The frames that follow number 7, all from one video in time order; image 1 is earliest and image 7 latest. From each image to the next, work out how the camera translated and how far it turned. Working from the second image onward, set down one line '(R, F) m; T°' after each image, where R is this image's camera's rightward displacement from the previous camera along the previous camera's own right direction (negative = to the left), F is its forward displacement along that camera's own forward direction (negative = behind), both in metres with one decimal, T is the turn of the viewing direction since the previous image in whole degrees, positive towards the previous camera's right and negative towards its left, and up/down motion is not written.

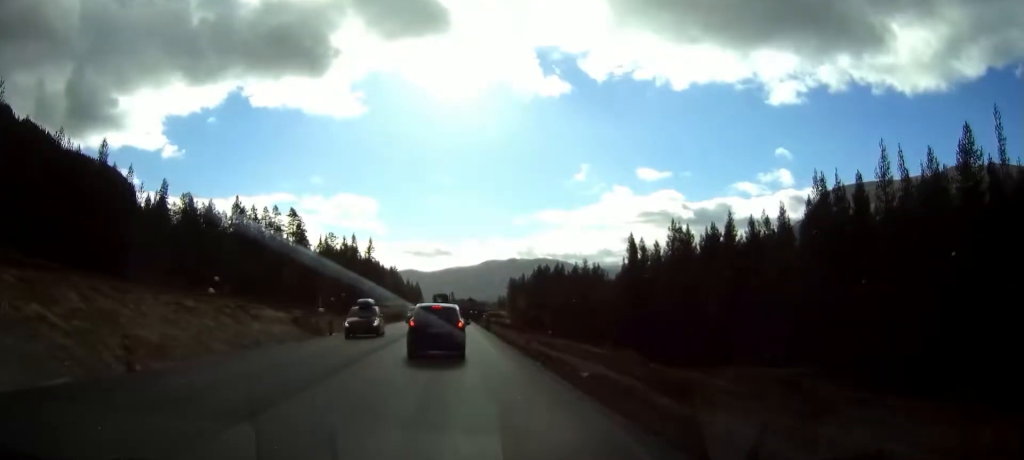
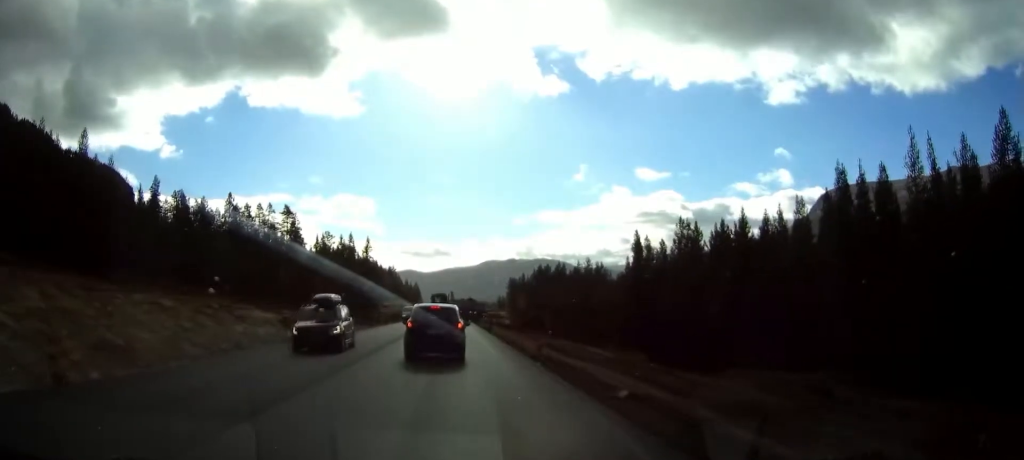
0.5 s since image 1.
(0.0, +3.1) m; 0°
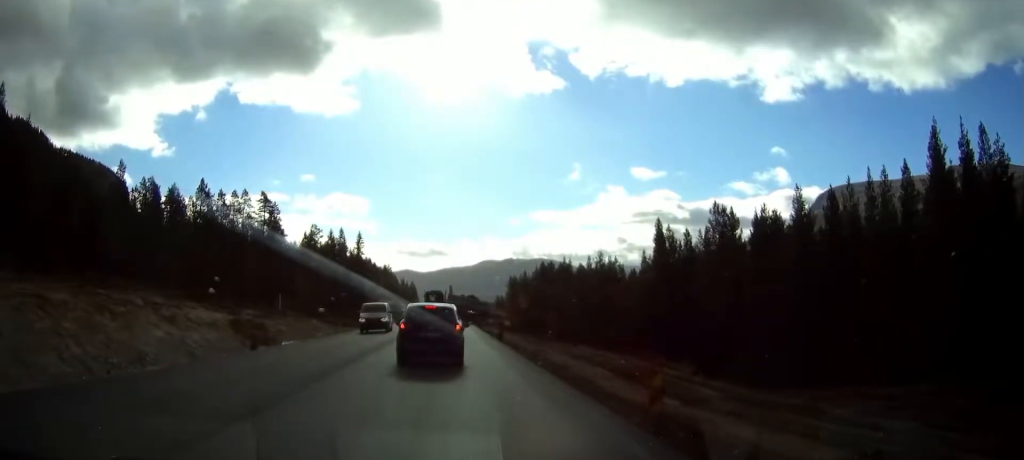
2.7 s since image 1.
(+0.1, +10.0) m; +1°
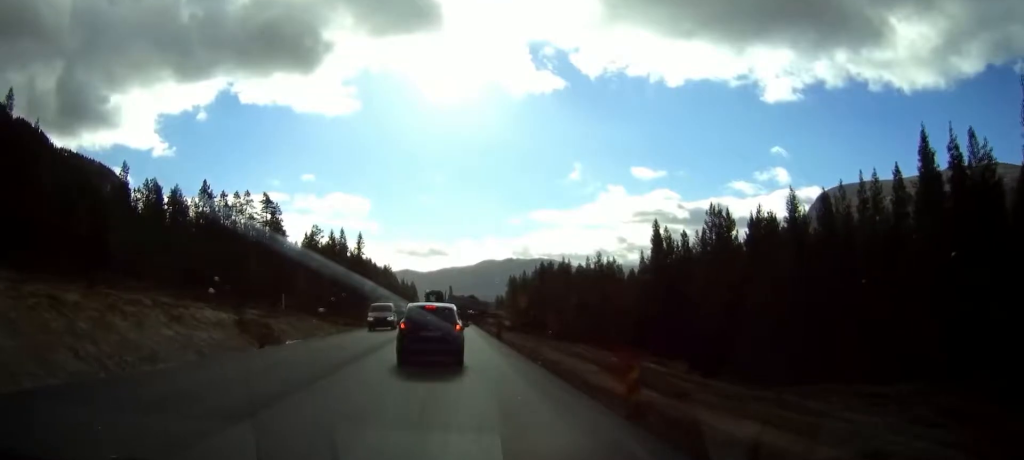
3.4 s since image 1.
(0.0, +2.4) m; +1°
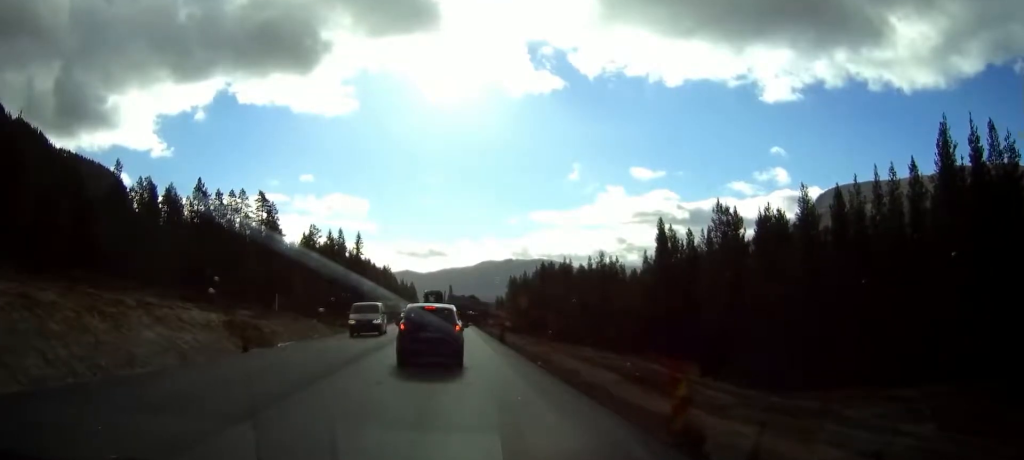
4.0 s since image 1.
(0.0, +1.6) m; 0°
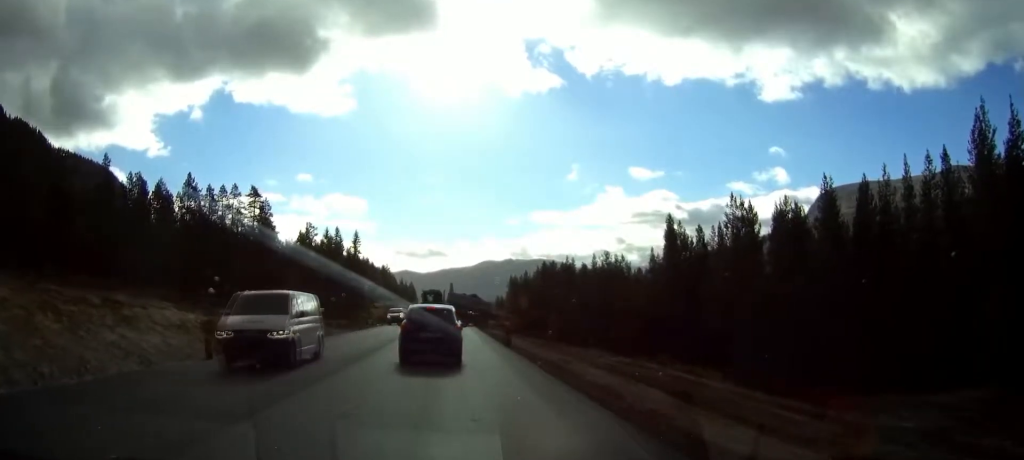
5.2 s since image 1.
(0.0, +3.3) m; 0°
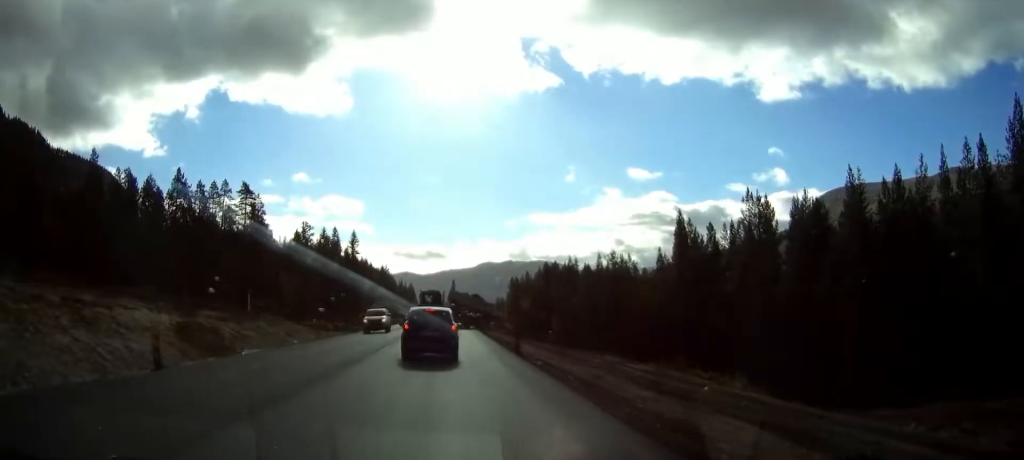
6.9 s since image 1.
(0.0, +3.8) m; 0°
